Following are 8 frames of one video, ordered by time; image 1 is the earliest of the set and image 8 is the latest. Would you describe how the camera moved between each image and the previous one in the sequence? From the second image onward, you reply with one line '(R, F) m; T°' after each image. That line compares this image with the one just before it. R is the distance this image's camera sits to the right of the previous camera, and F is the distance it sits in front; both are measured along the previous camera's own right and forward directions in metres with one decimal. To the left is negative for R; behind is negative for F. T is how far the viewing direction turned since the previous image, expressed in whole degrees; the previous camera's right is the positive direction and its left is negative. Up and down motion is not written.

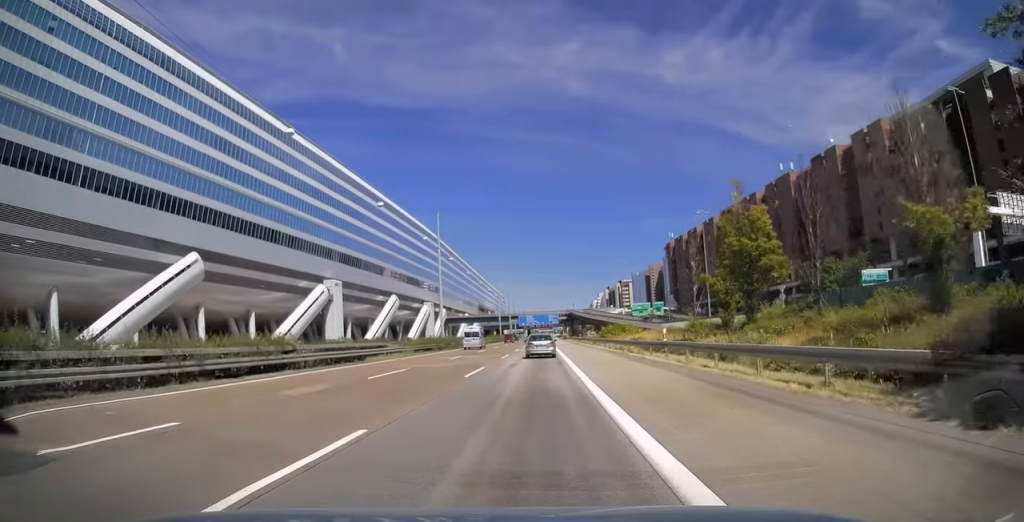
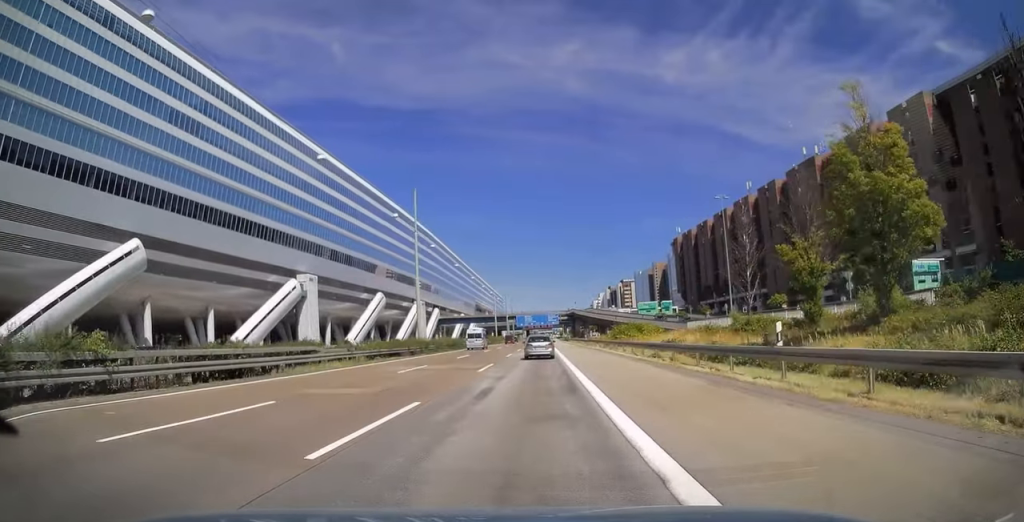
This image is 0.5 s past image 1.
(0.0, +13.7) m; 0°
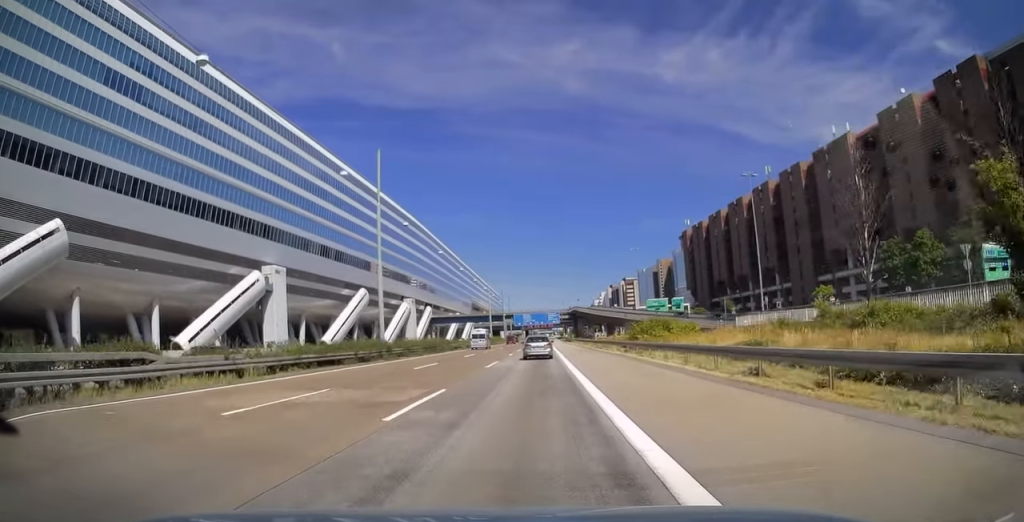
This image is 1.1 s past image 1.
(0.0, +14.5) m; 0°
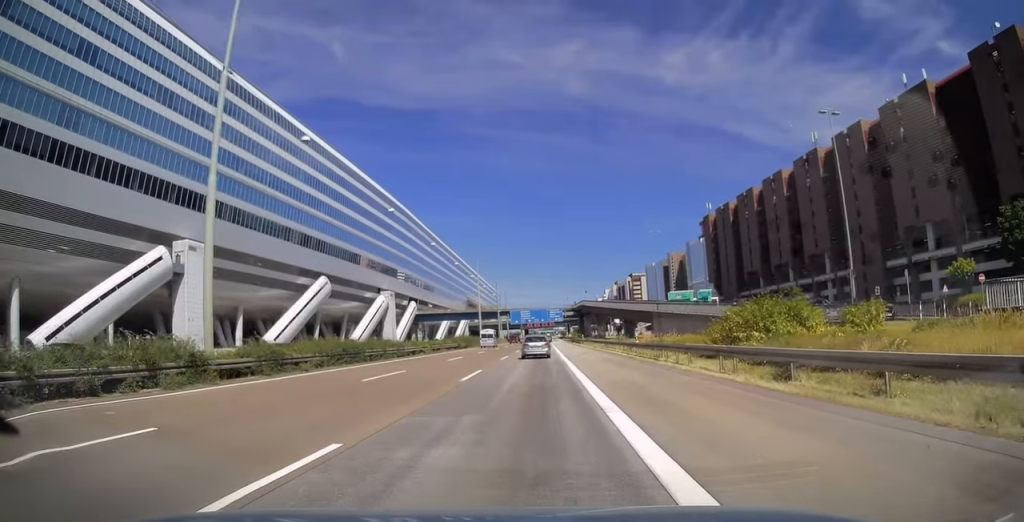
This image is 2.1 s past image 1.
(-0.1, +26.1) m; 0°
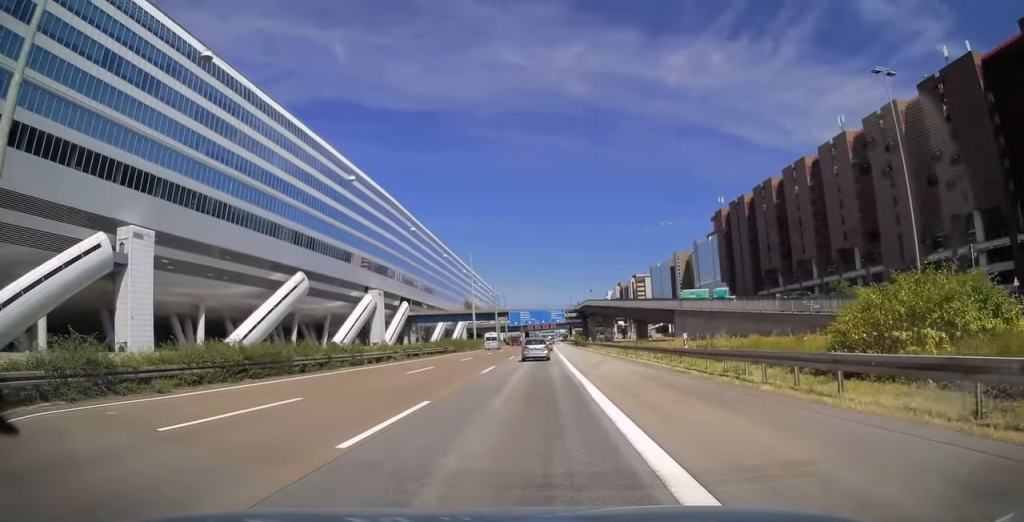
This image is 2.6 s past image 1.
(0.0, +11.7) m; 0°
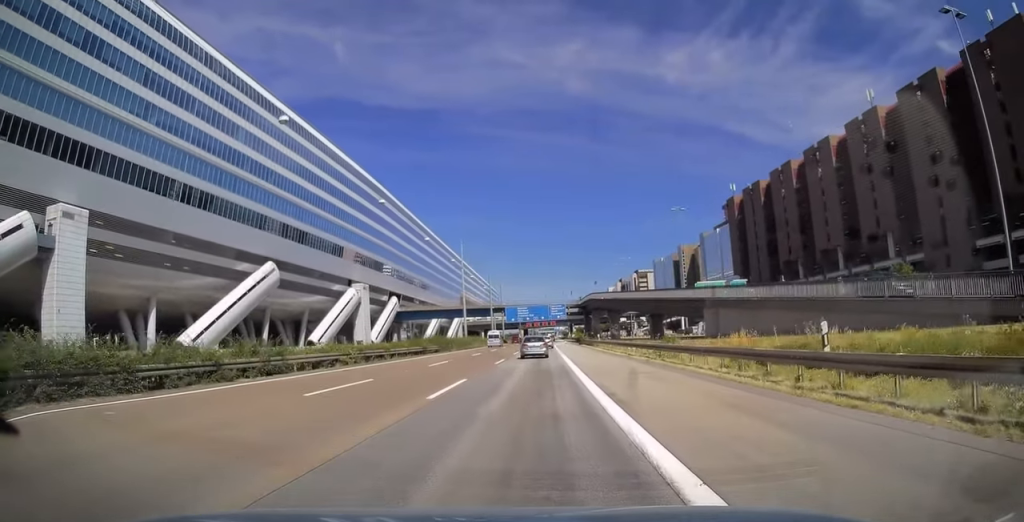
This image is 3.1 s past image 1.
(0.0, +11.6) m; 0°
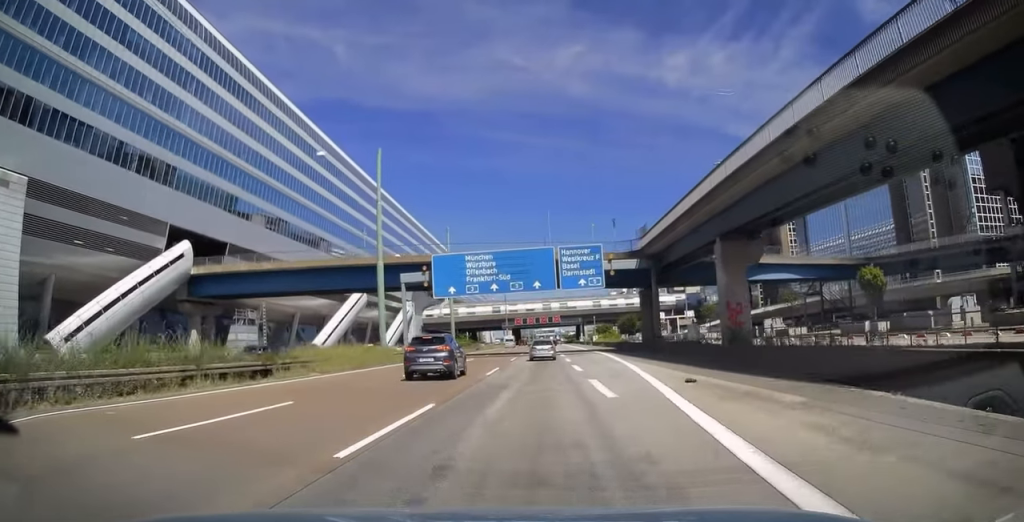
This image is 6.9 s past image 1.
(+1.0, +95.8) m; 0°
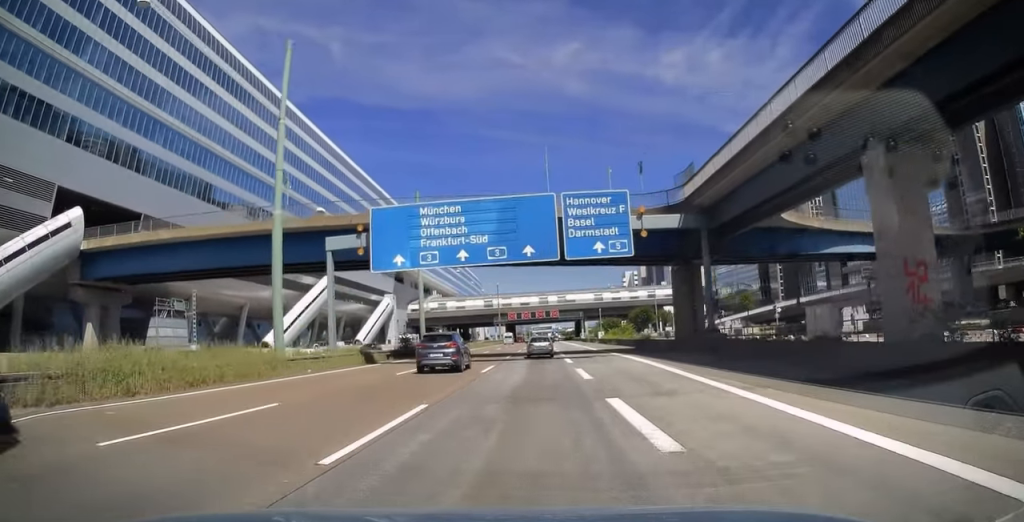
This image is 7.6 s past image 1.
(+0.1, +18.4) m; -1°
